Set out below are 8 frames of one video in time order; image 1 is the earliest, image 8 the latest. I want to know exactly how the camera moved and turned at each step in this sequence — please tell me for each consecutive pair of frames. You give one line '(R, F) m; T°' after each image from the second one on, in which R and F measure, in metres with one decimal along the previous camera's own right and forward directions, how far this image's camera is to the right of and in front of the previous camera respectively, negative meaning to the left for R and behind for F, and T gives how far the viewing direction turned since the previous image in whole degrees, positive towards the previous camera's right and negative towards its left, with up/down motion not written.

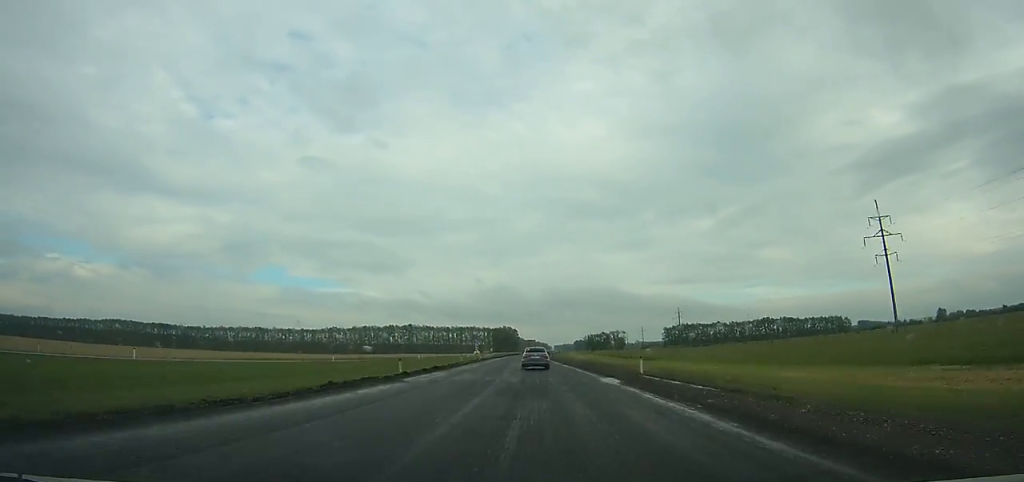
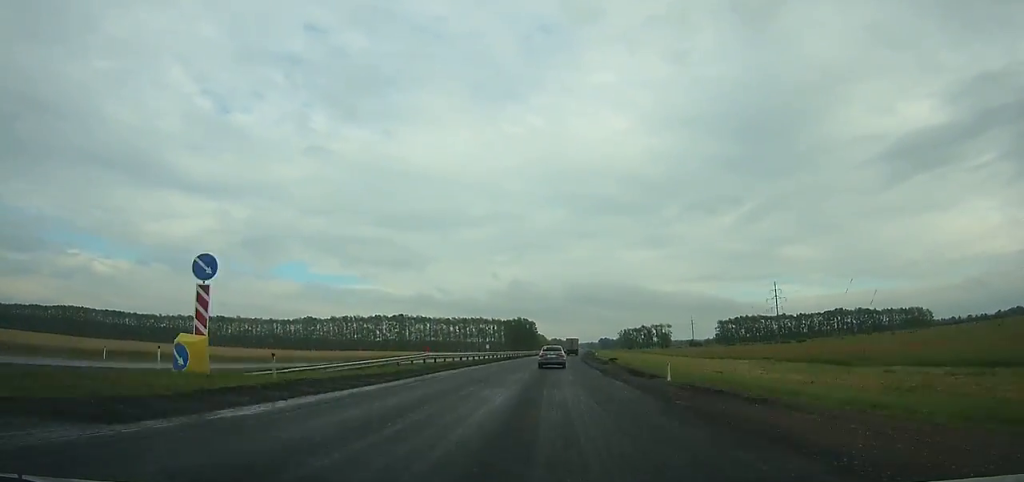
(-2.5, +106.3) m; -2°
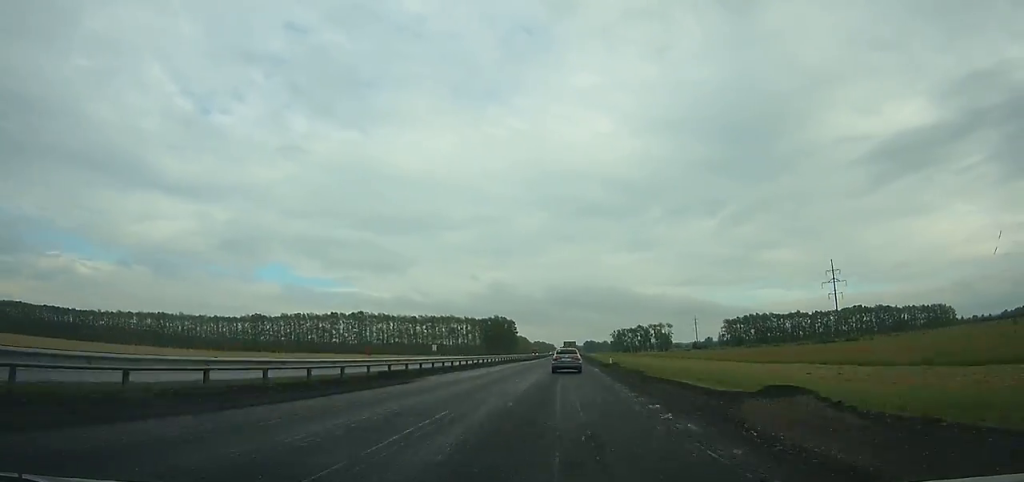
(+0.3, +55.2) m; +1°
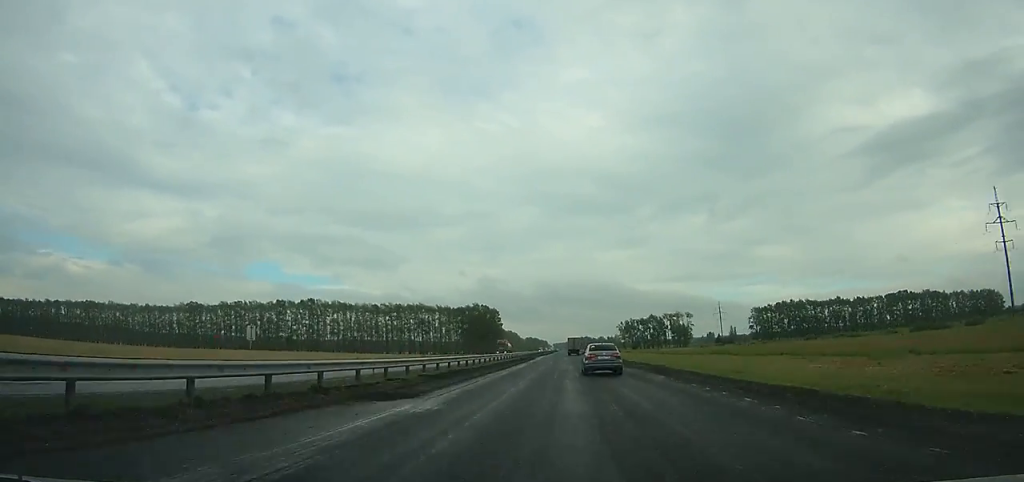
(+0.7, +67.0) m; +1°
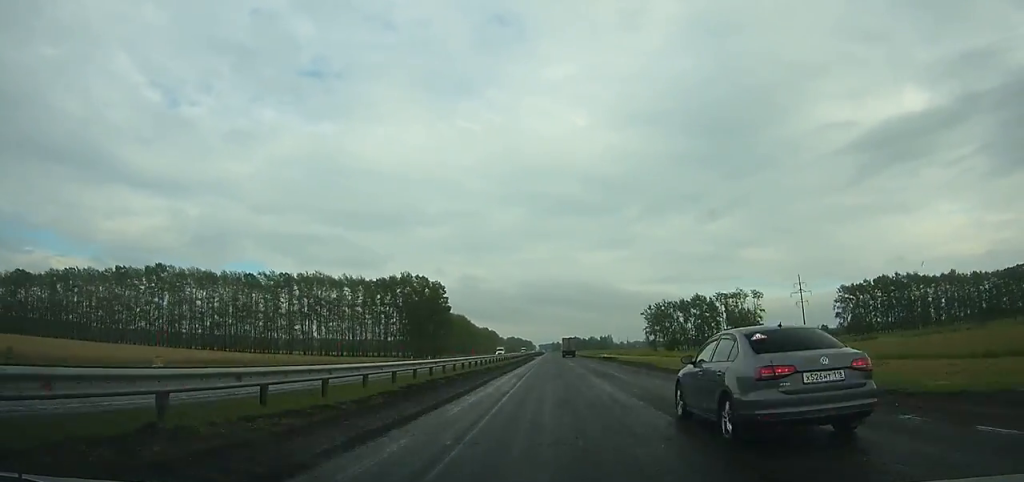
(+1.2, +110.4) m; +1°
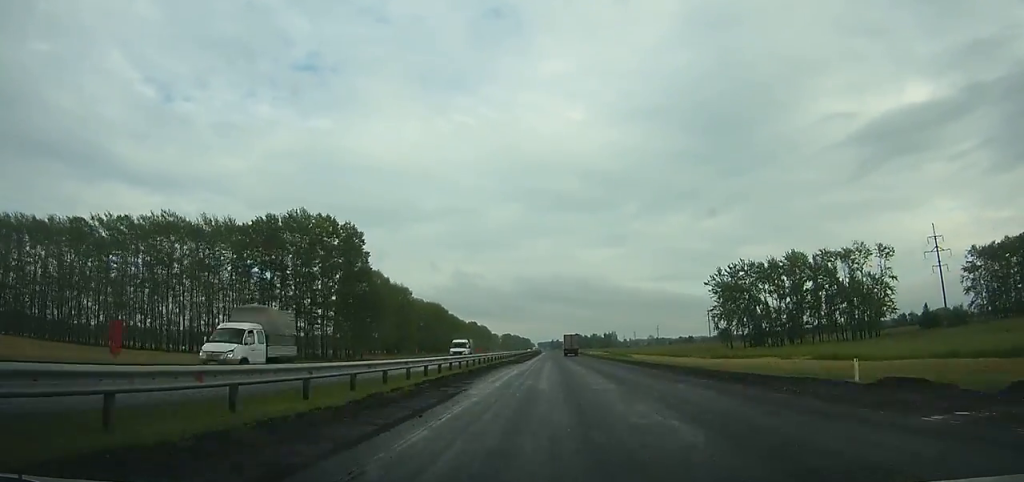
(+0.3, +72.3) m; 0°
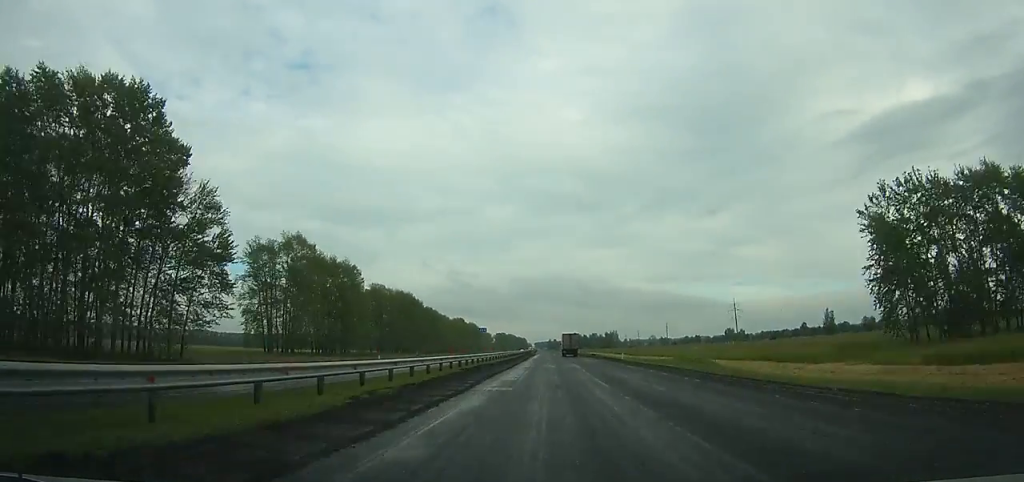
(-0.1, +52.0) m; 0°
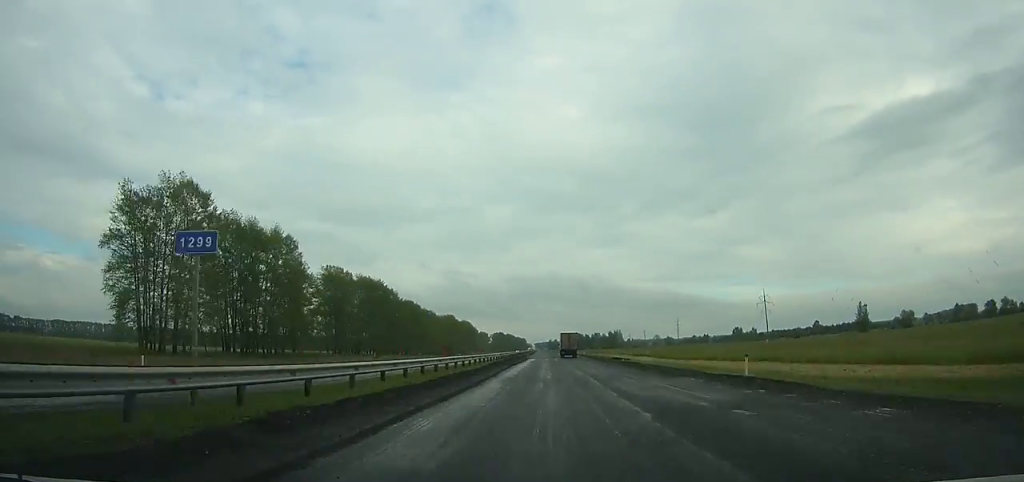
(+0.1, +38.8) m; 0°
